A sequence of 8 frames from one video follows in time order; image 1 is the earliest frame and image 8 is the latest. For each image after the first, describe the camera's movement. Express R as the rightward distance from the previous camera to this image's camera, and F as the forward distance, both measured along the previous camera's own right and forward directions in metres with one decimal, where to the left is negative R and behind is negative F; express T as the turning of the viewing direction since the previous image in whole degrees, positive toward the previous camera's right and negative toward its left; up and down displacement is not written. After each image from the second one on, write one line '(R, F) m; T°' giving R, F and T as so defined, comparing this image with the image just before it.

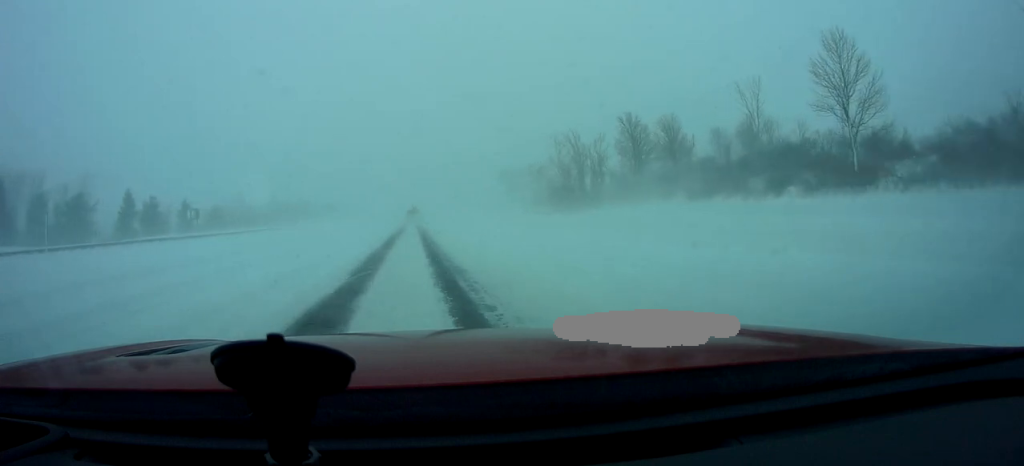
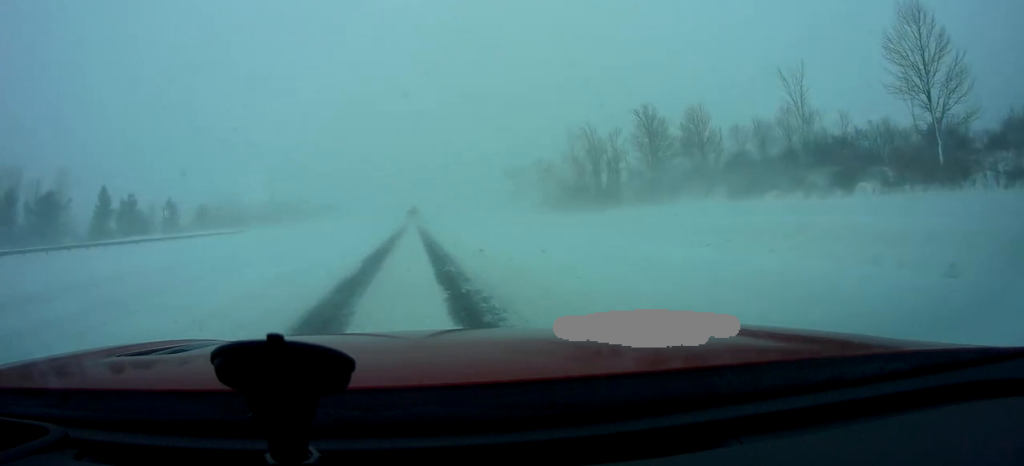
(0.0, +9.5) m; 0°
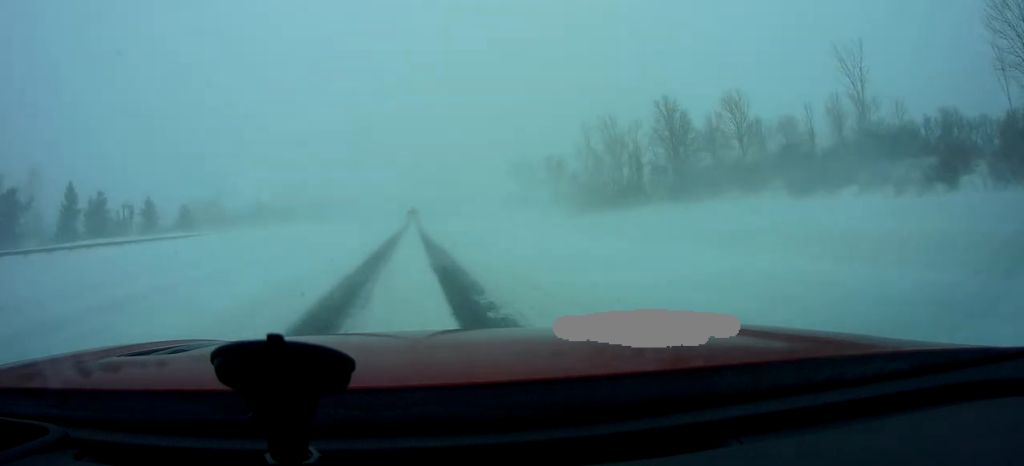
(+0.4, +10.9) m; +1°
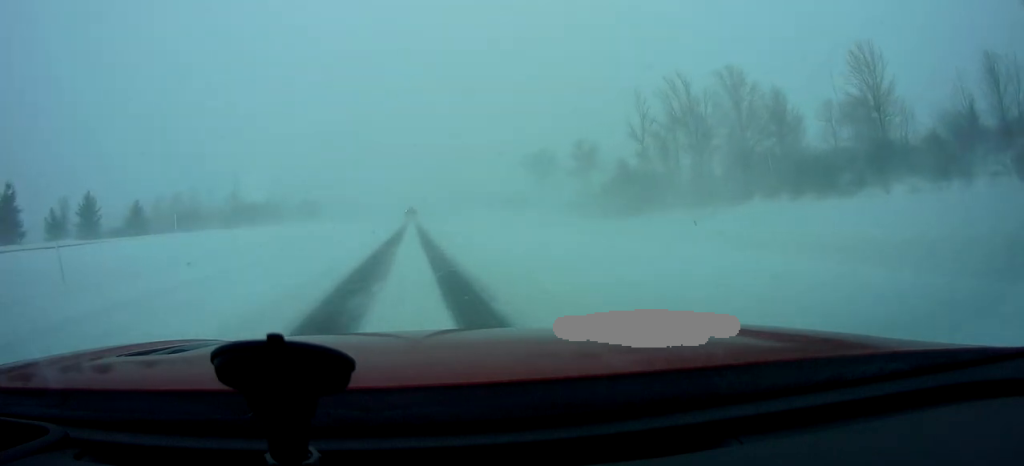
(0.0, +25.2) m; +1°
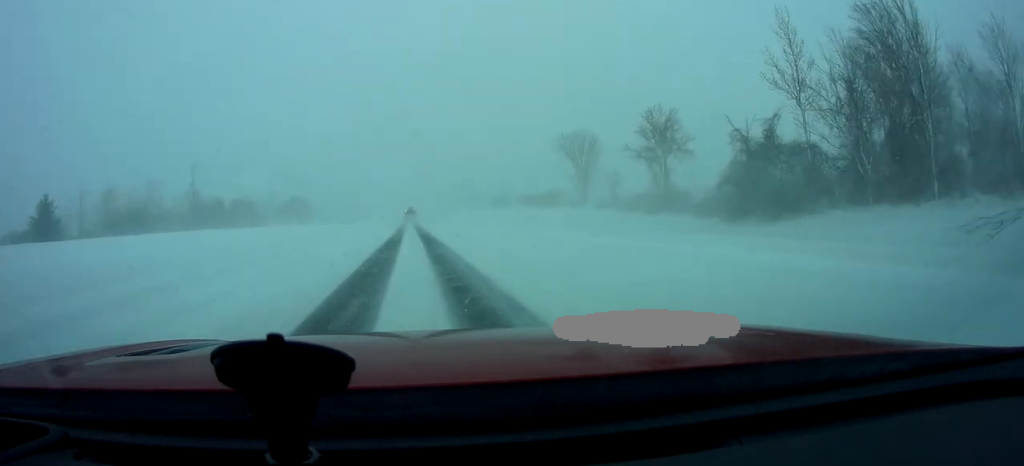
(+0.4, +33.1) m; -1°
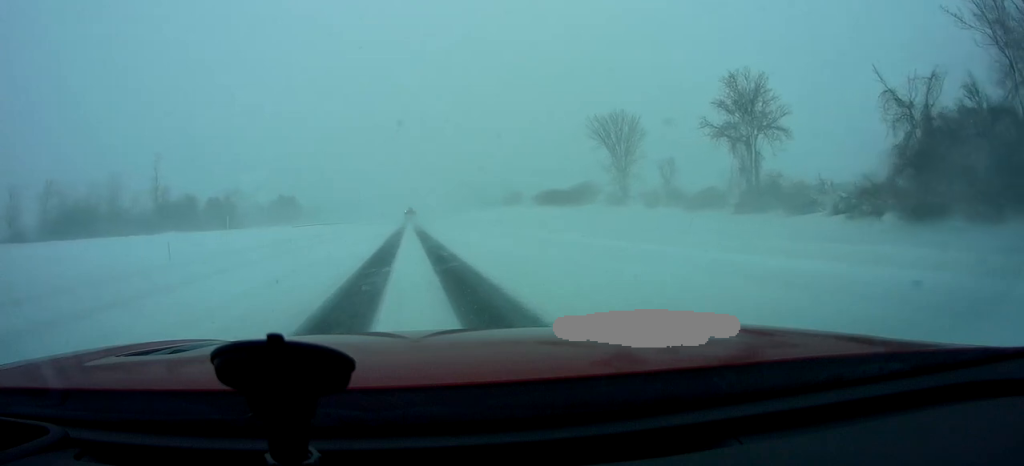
(-0.6, +21.0) m; -1°
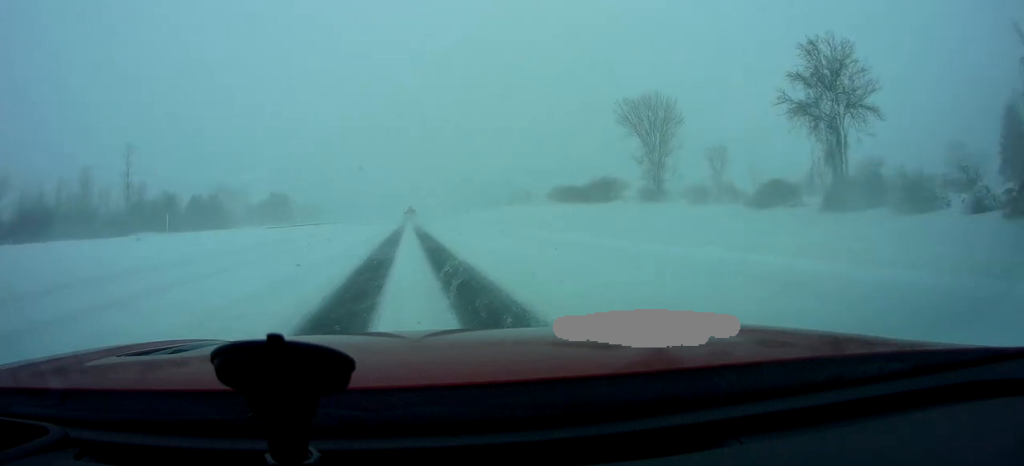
(0.0, +12.9) m; 0°
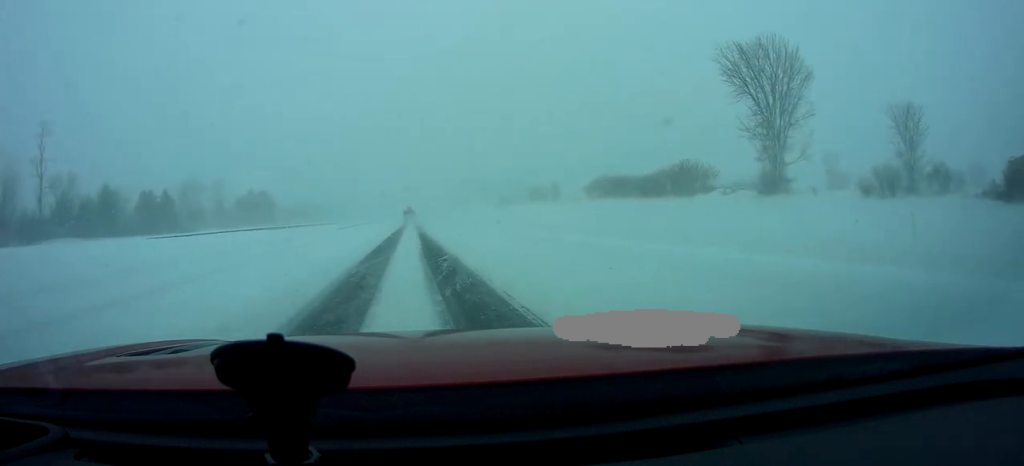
(+0.6, +28.3) m; +1°
